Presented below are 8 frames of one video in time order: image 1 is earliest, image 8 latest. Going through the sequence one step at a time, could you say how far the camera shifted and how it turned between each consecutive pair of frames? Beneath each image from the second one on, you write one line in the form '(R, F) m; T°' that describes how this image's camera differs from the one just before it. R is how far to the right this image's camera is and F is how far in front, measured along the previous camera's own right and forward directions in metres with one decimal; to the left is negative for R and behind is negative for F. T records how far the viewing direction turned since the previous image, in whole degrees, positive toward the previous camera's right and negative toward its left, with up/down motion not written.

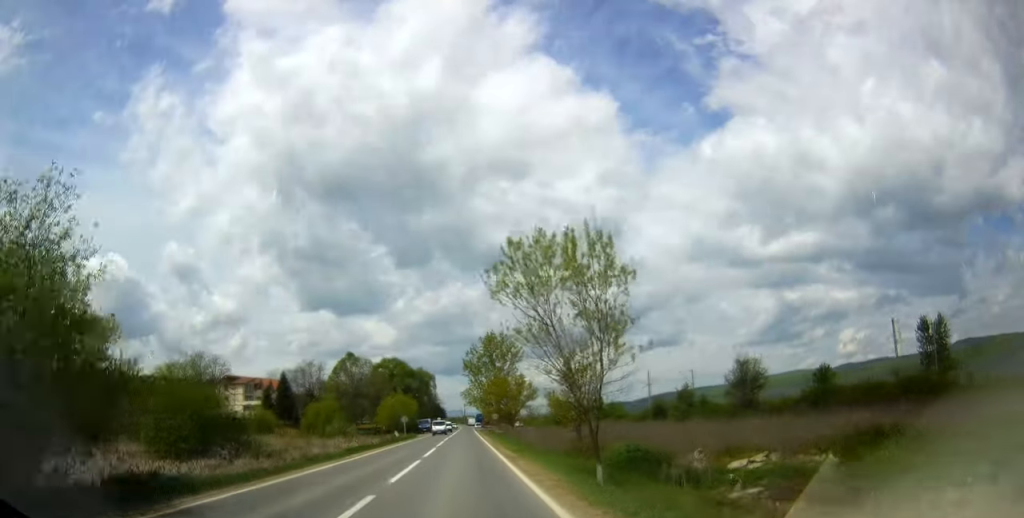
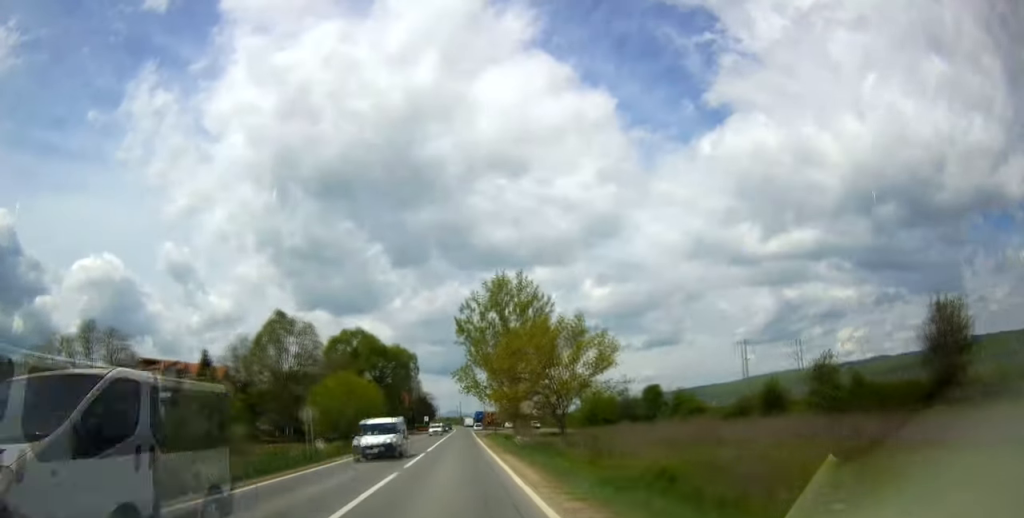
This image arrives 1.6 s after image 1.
(+0.8, +42.2) m; +1°
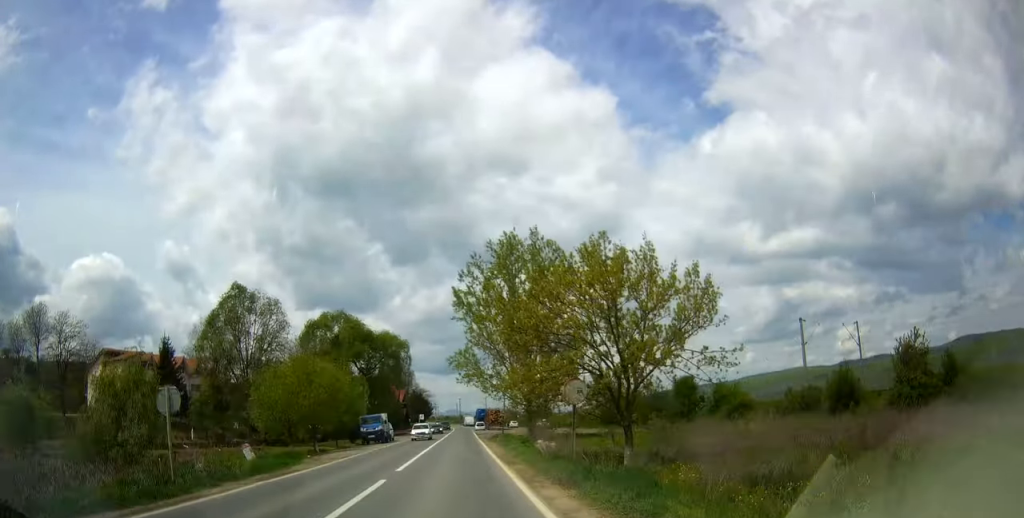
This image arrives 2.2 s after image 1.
(-0.1, +14.4) m; 0°
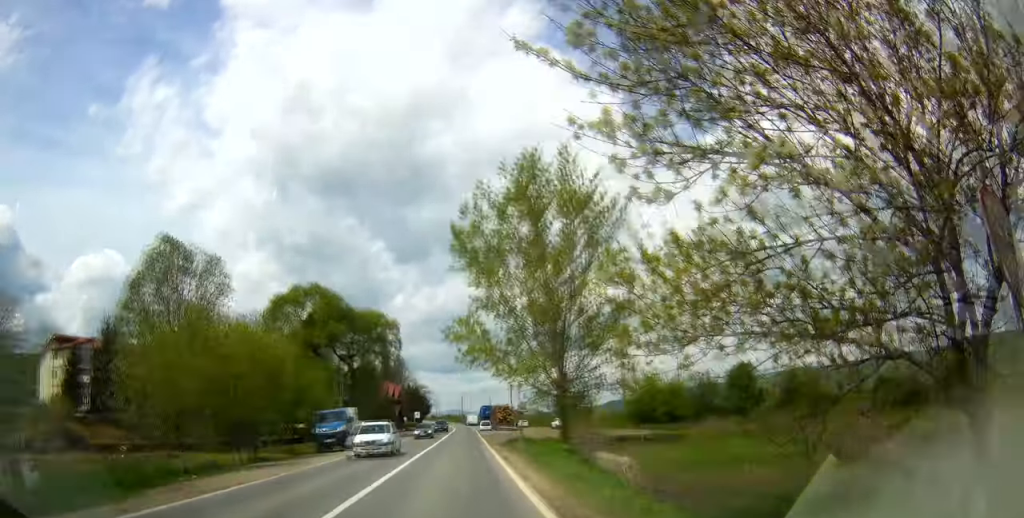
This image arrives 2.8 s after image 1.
(-0.1, +16.4) m; 0°
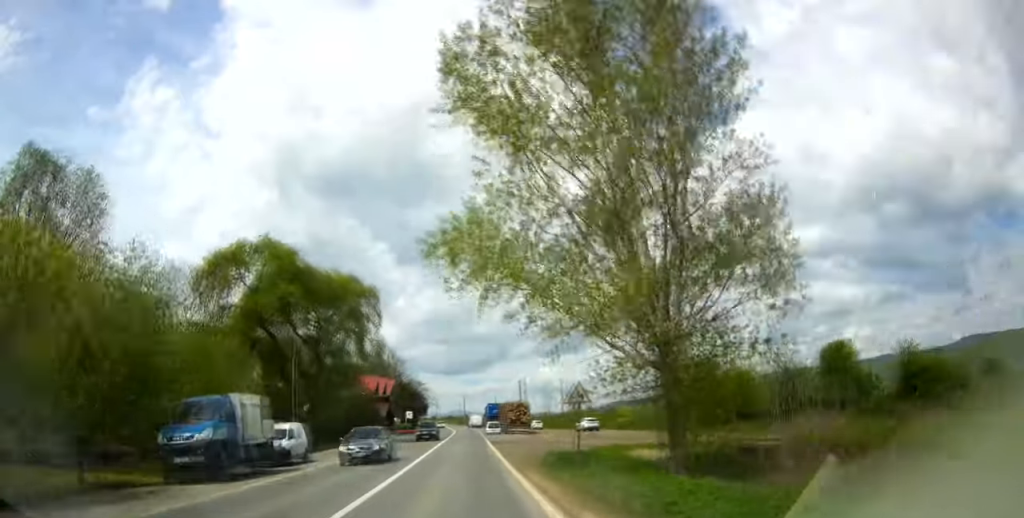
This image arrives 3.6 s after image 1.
(0.0, +18.3) m; 0°
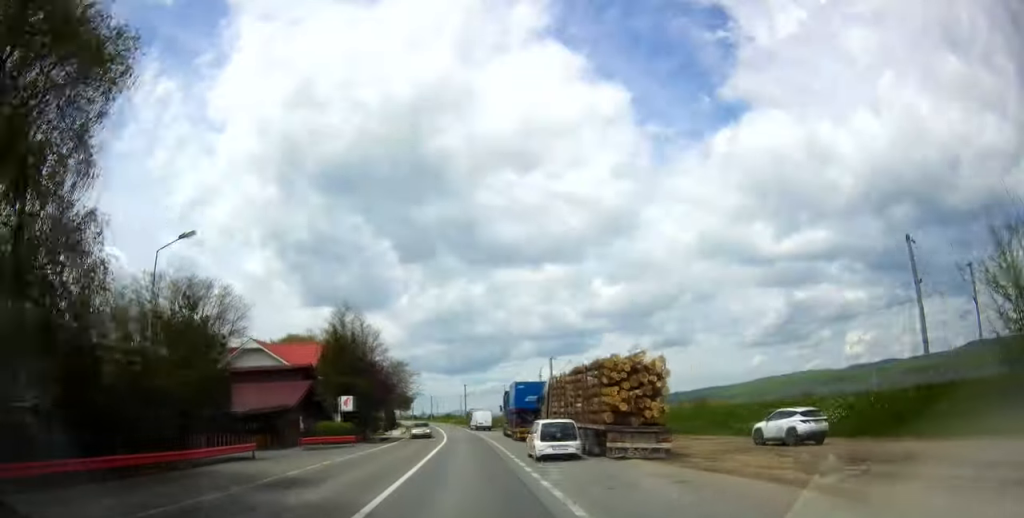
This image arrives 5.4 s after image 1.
(+0.2, +45.4) m; 0°
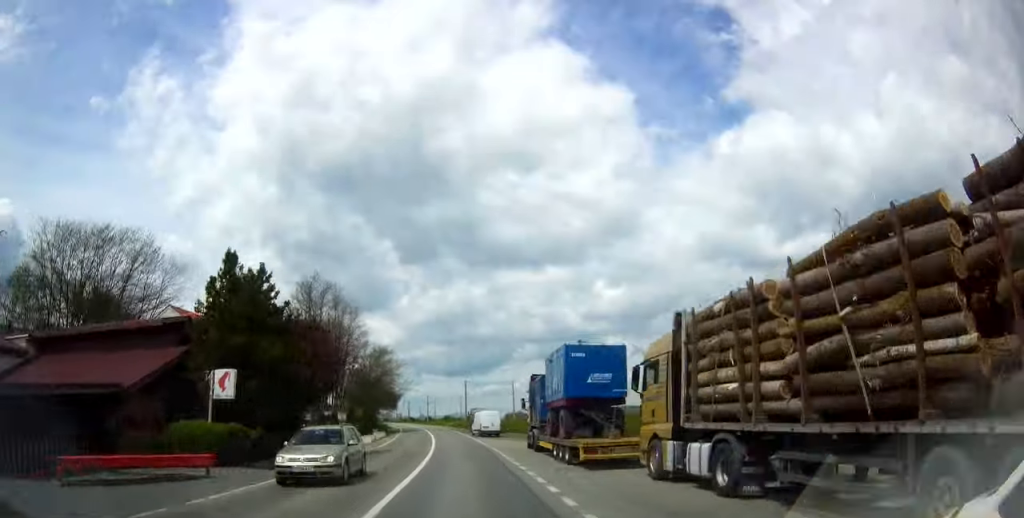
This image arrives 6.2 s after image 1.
(-0.2, +21.0) m; -1°
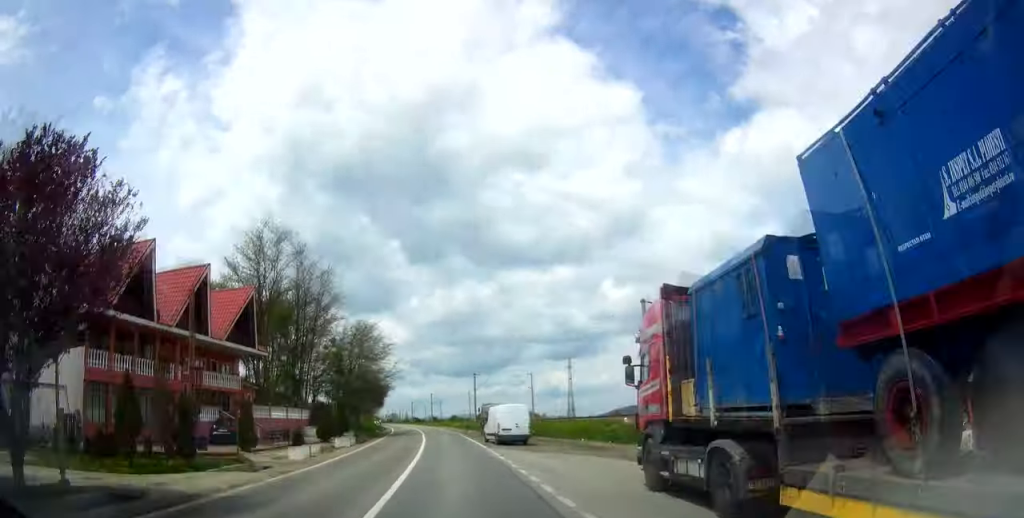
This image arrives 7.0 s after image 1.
(-0.2, +20.8) m; 0°
